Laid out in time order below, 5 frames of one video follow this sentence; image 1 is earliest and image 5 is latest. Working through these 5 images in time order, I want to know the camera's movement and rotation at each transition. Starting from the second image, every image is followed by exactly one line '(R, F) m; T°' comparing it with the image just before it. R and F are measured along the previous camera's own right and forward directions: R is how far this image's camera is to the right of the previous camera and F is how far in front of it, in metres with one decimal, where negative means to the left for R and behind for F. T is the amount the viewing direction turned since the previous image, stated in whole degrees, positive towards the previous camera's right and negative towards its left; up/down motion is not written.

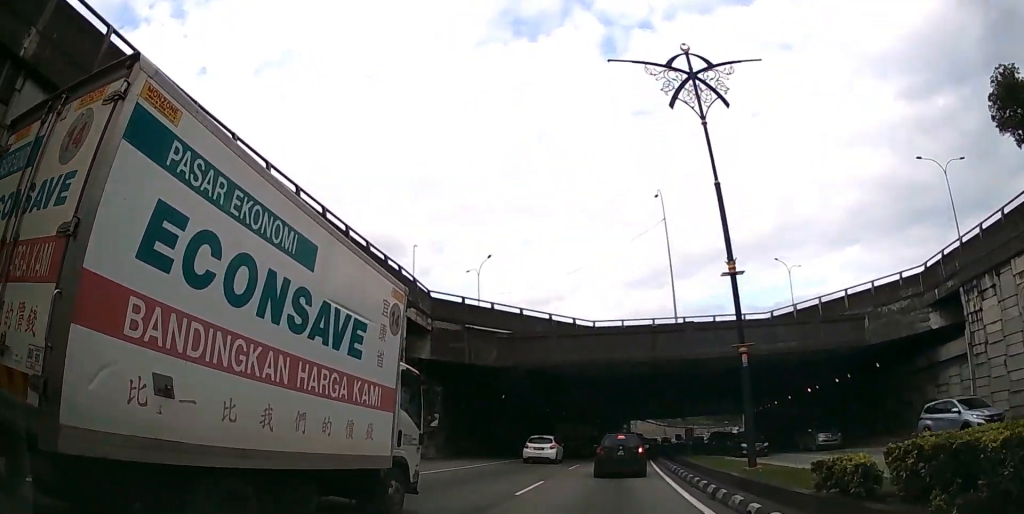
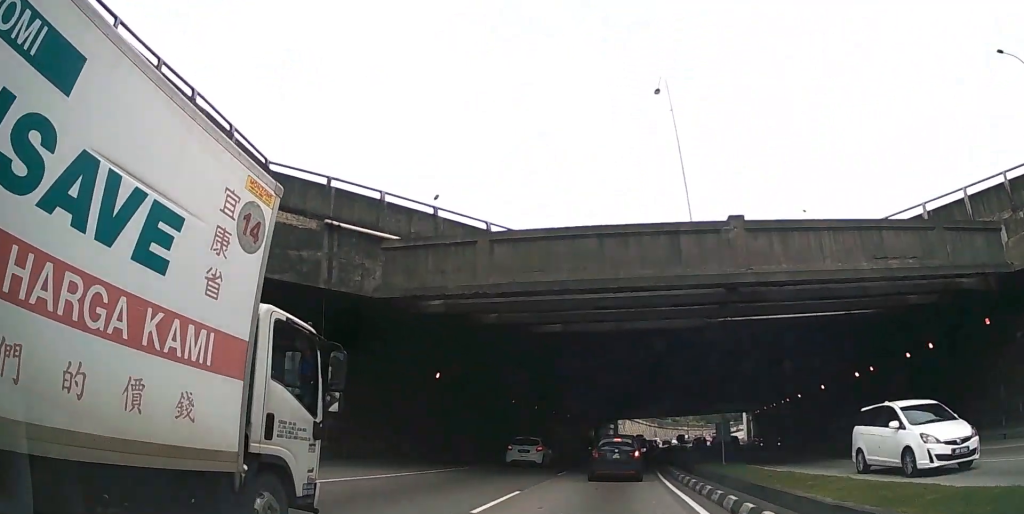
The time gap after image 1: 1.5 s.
(+0.3, +14.7) m; +2°
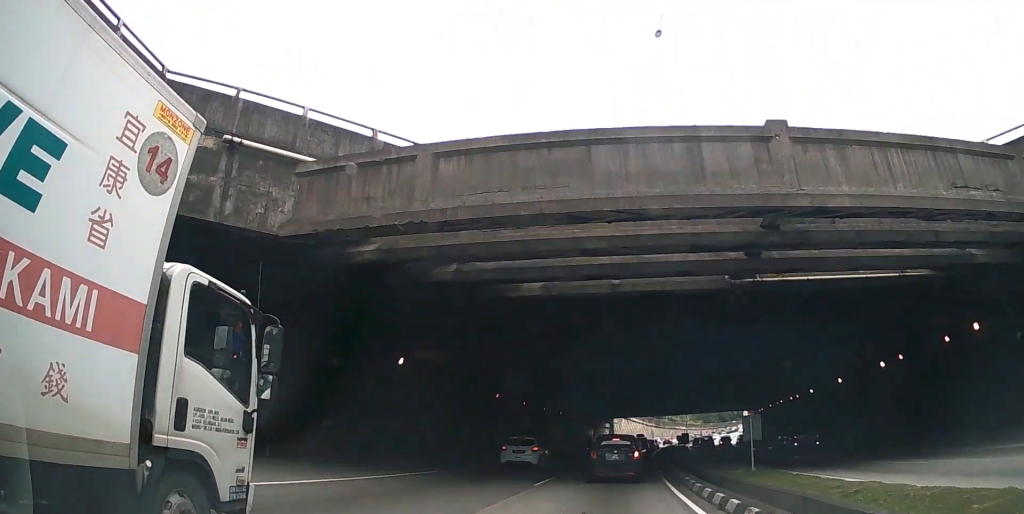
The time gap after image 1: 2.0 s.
(0.0, +5.2) m; 0°
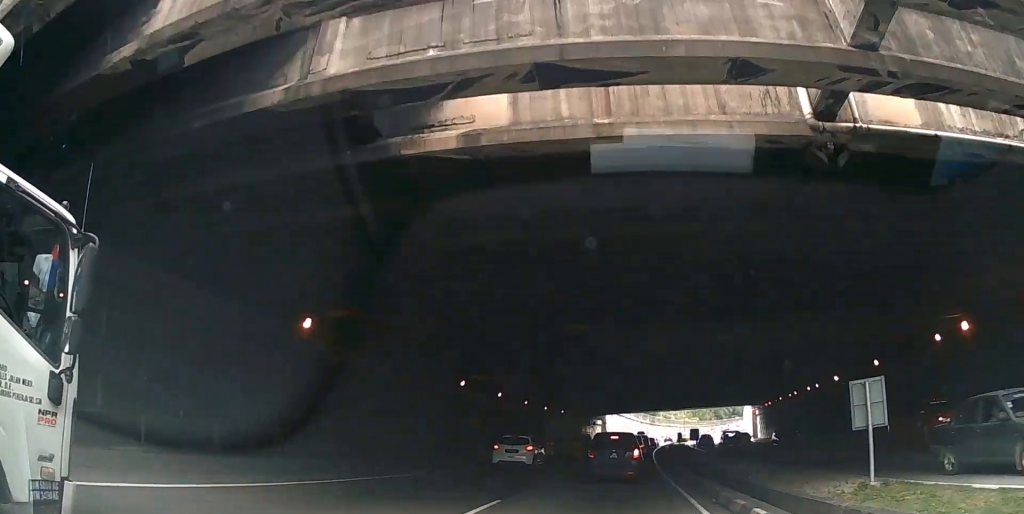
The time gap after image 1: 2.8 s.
(0.0, +8.6) m; 0°
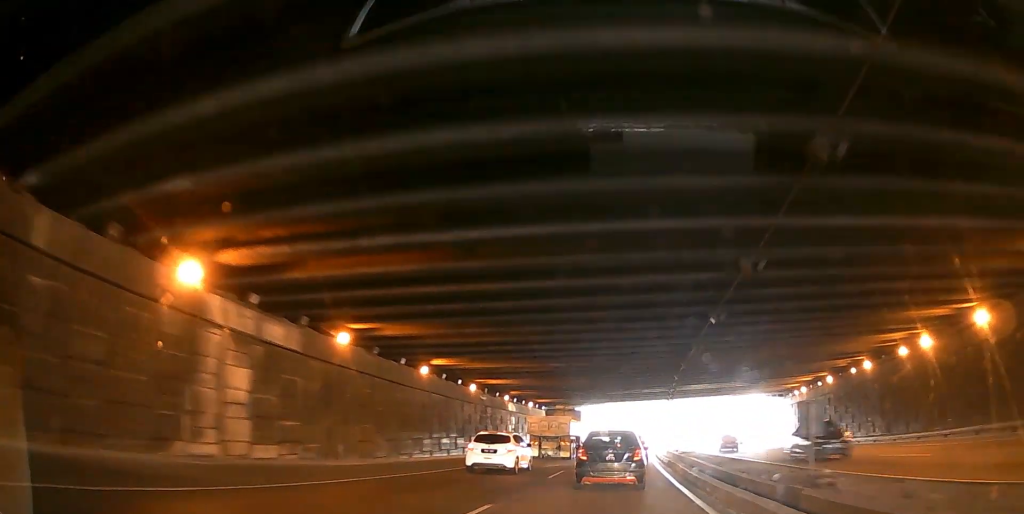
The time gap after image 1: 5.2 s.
(0.0, +23.9) m; 0°
